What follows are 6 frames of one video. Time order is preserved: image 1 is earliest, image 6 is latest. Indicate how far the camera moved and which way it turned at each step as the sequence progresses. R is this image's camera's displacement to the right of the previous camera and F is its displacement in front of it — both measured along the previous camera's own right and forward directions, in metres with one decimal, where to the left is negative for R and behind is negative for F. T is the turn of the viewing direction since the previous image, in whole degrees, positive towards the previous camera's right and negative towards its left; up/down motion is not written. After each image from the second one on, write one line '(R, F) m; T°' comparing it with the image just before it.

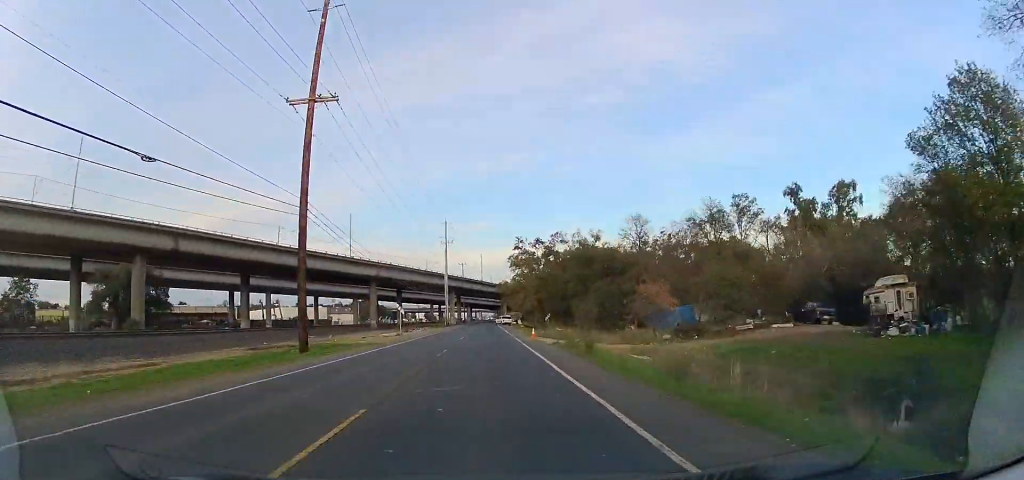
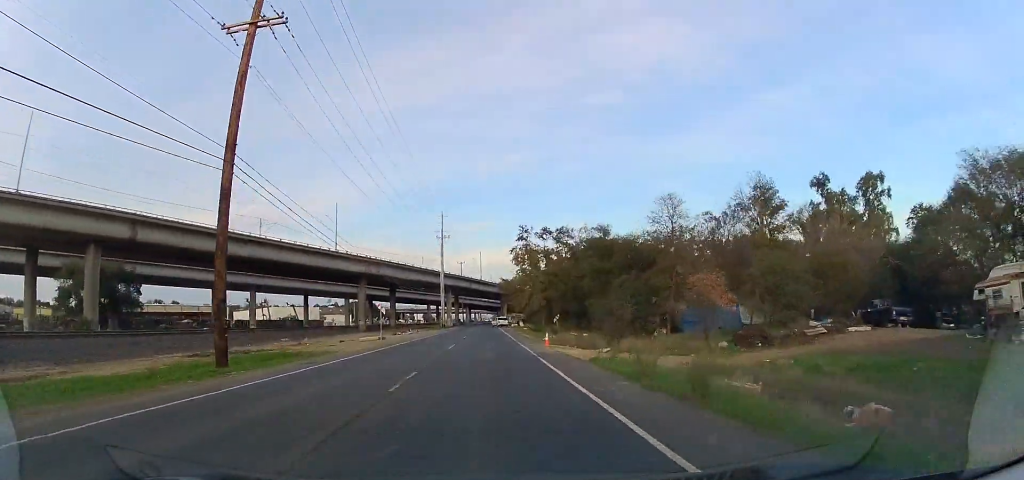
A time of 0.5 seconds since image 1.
(-0.1, +9.2) m; +1°
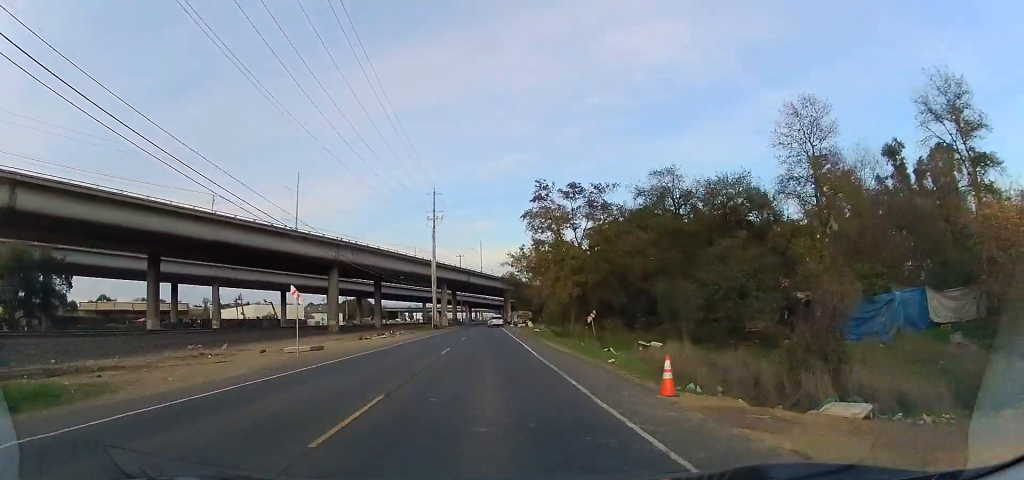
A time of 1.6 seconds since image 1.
(+0.4, +19.9) m; 0°
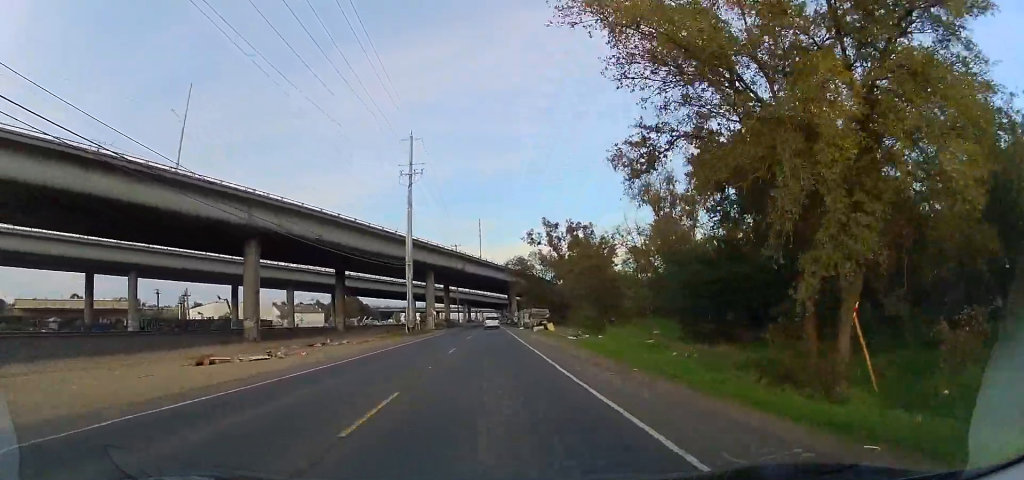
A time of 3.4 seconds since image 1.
(-0.8, +28.8) m; -2°
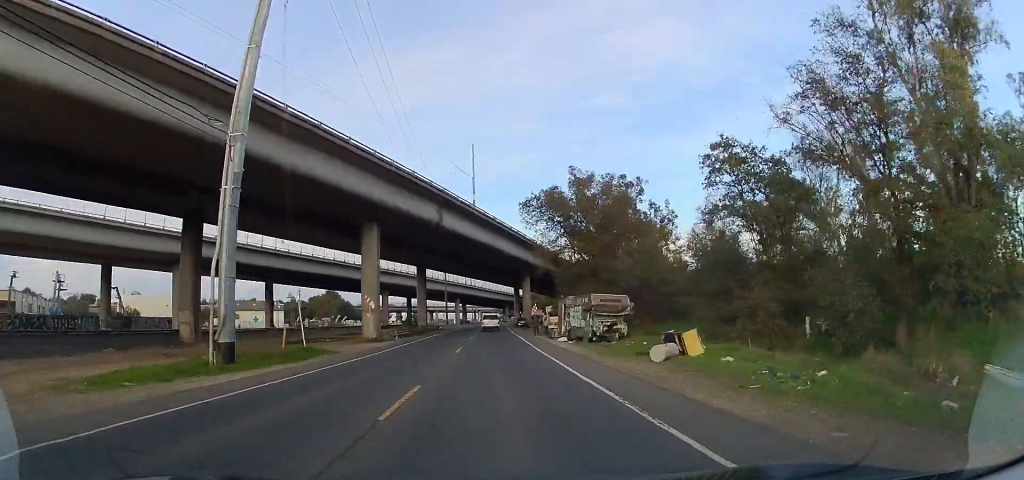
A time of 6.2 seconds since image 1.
(-0.6, +42.4) m; -1°
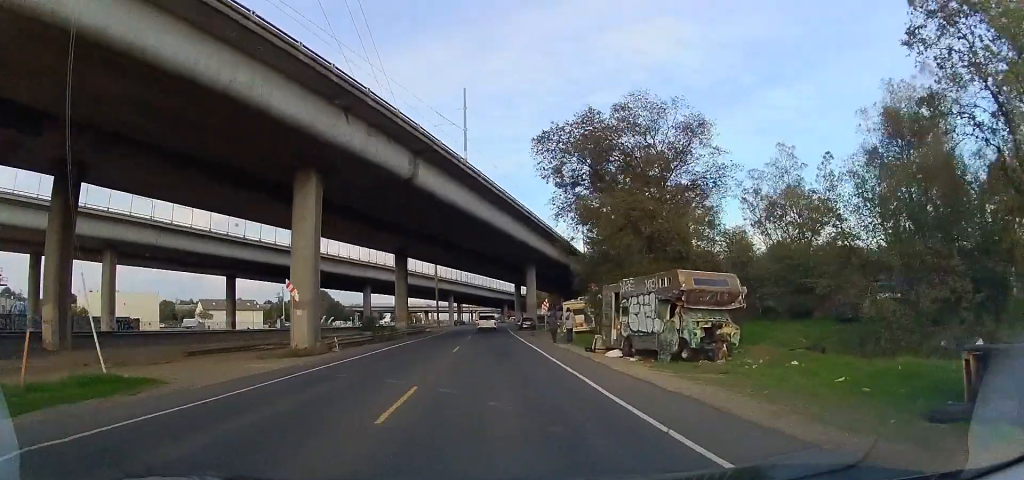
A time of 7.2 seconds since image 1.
(-0.1, +14.7) m; -1°
